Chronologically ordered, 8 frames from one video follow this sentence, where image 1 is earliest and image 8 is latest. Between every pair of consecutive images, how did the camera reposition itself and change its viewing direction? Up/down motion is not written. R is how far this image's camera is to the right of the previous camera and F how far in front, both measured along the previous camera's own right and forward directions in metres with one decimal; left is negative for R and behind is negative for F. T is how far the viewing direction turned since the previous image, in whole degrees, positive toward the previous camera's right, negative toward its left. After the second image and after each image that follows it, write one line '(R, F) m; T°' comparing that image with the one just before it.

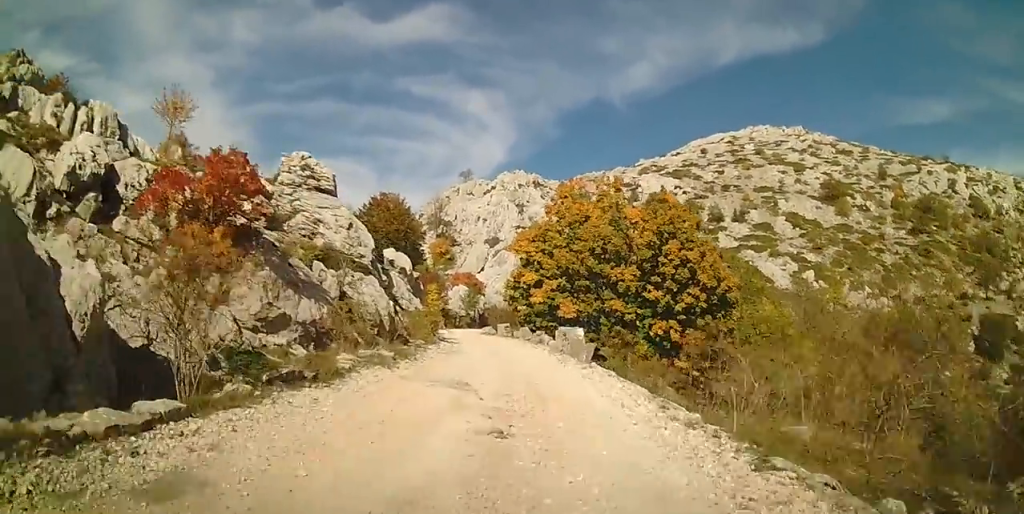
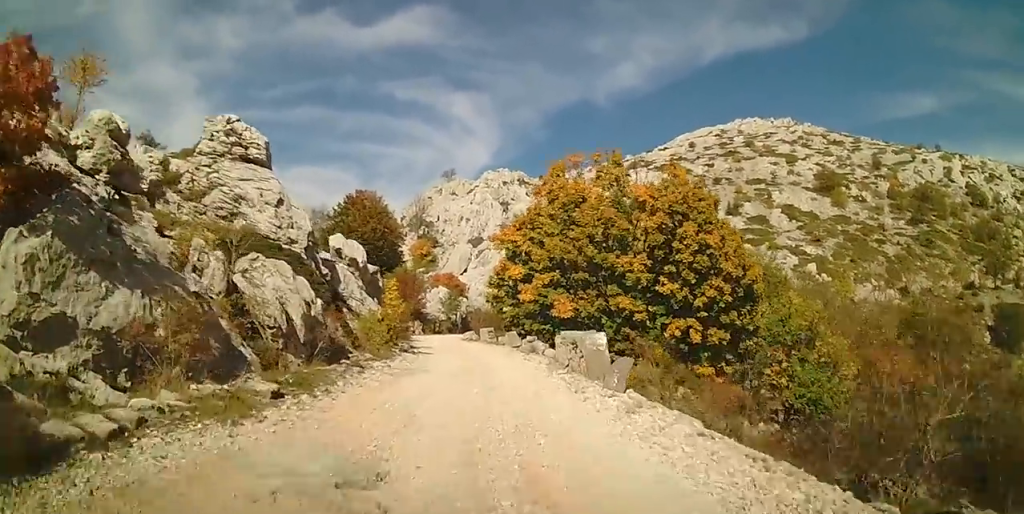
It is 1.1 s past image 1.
(0.0, +6.8) m; 0°
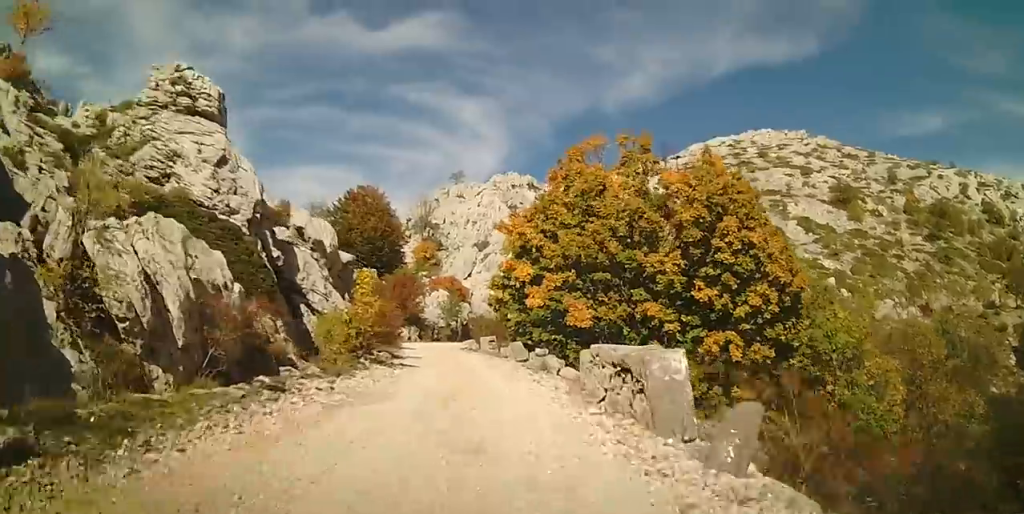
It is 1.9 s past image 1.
(0.0, +4.9) m; 0°
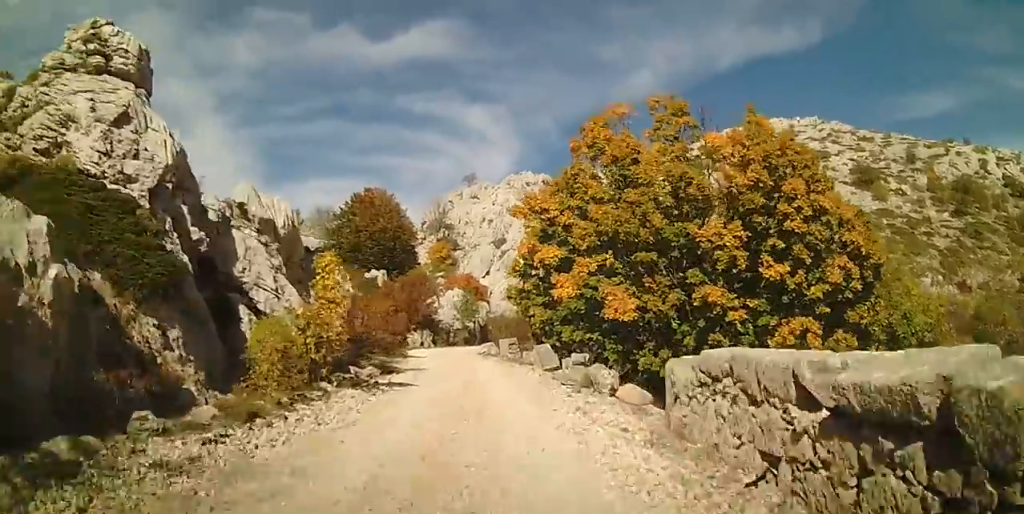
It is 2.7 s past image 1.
(0.0, +5.1) m; -2°
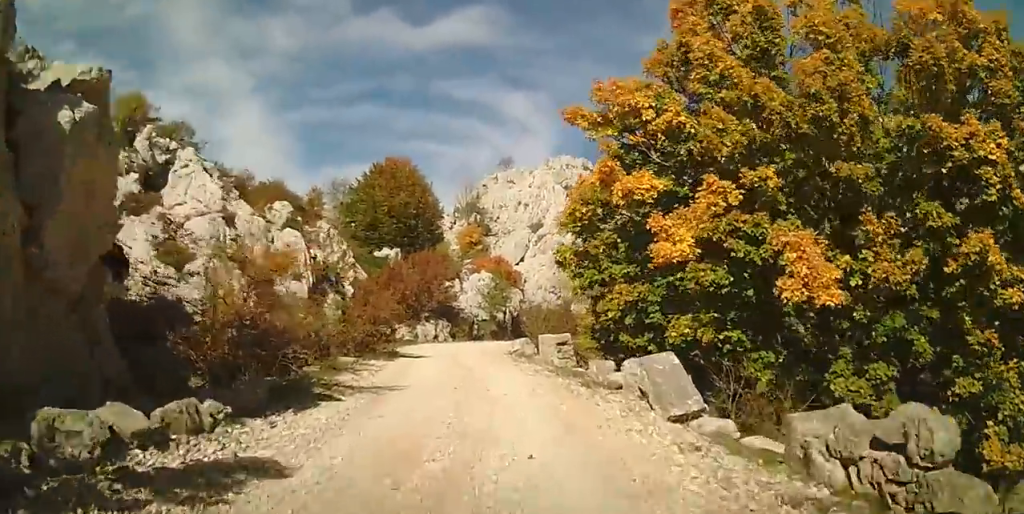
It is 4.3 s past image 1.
(-0.5, +10.8) m; -4°
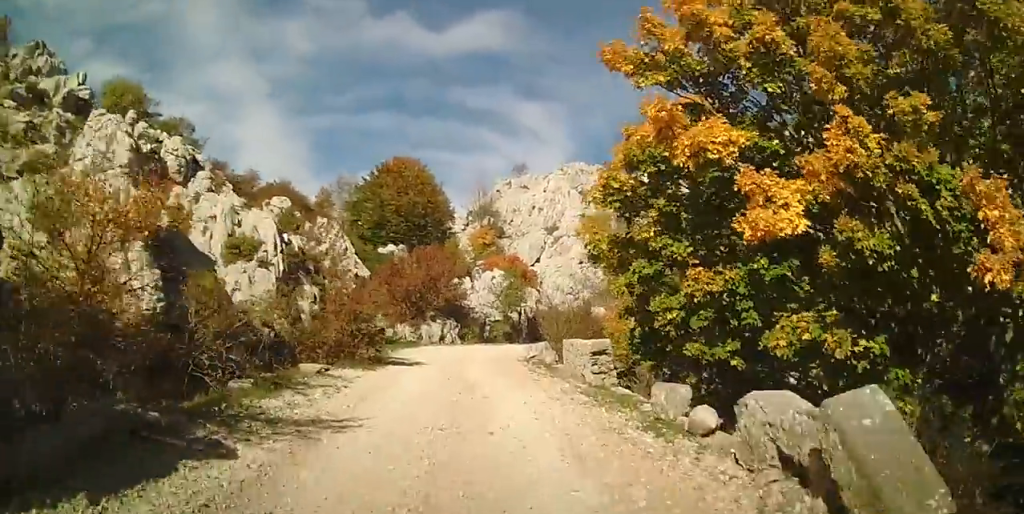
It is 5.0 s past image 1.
(0.0, +4.1) m; 0°
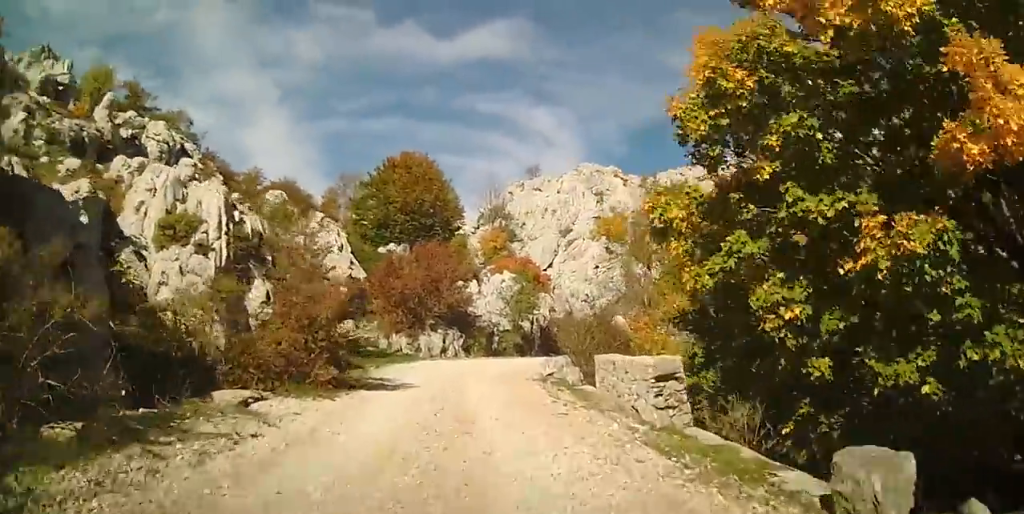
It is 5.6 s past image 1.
(0.0, +4.3) m; -2°
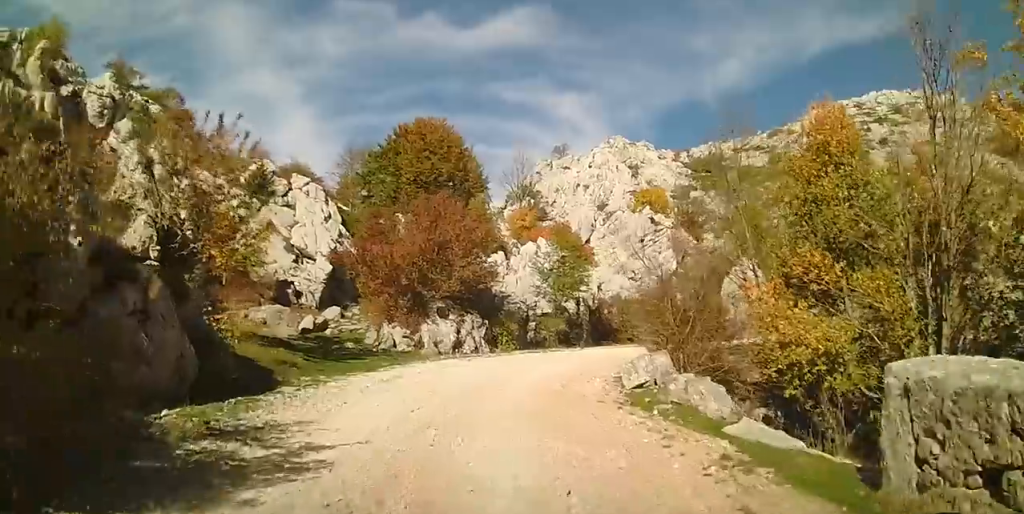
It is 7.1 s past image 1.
(-0.2, +9.2) m; +2°
